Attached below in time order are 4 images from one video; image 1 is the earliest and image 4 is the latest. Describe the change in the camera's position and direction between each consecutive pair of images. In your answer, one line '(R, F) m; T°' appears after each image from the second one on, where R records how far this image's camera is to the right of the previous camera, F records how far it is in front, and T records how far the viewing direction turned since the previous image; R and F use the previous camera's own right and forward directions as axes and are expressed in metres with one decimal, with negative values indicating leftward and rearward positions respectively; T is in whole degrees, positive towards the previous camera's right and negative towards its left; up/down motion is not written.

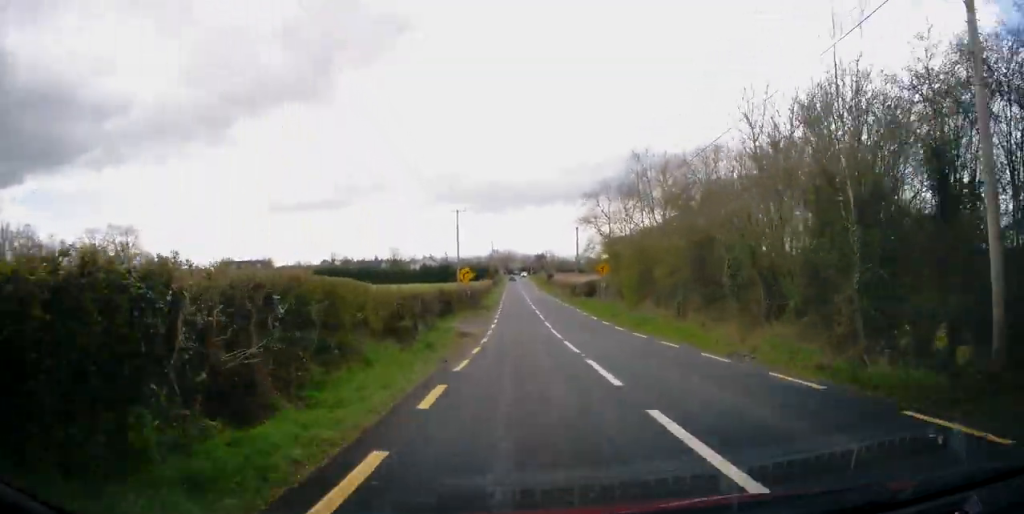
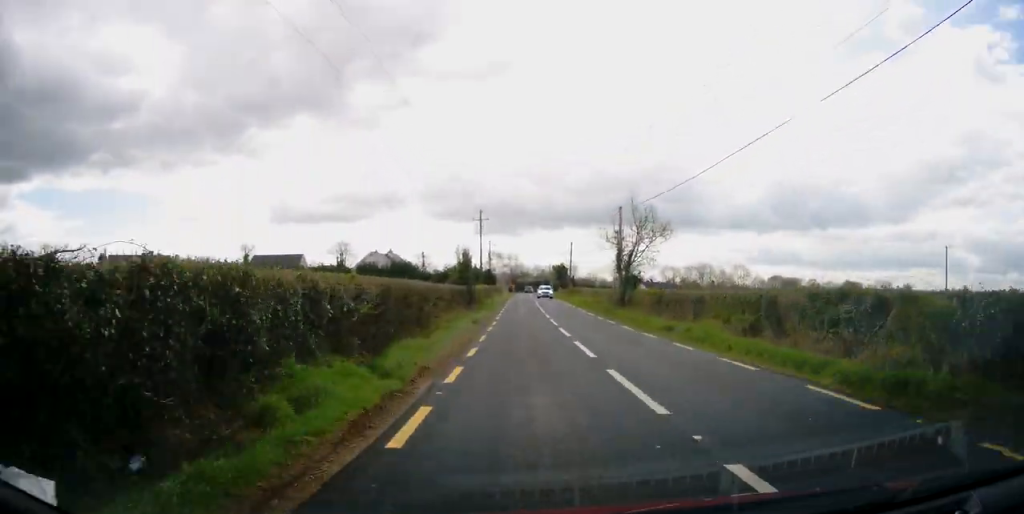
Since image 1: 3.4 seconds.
(-0.5, +66.5) m; 0°
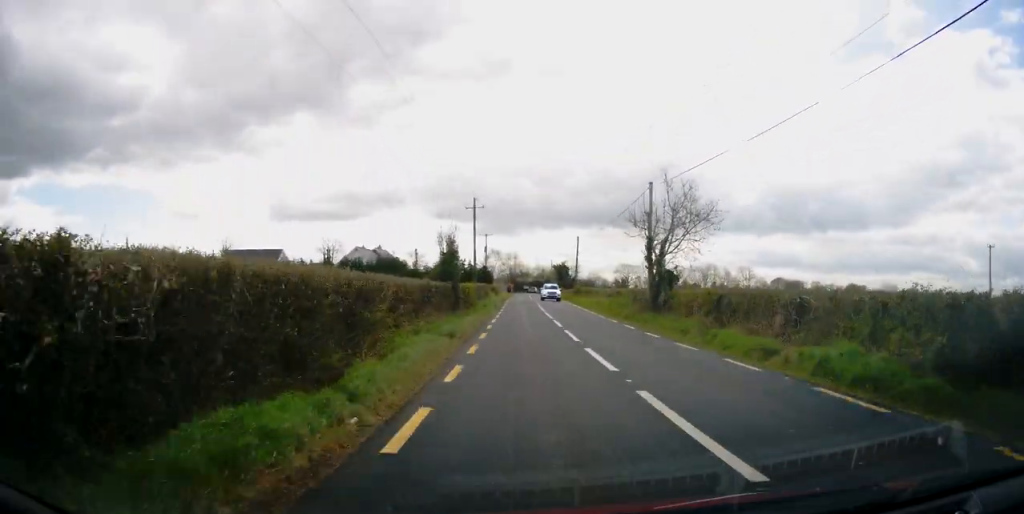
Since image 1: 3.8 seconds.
(0.0, +8.4) m; 0°
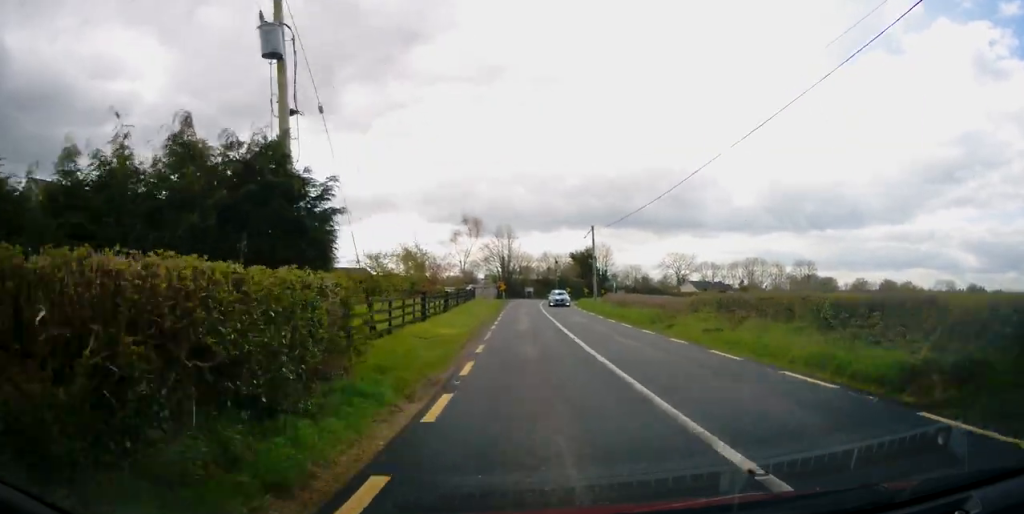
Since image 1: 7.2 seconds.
(+0.1, +64.1) m; 0°
